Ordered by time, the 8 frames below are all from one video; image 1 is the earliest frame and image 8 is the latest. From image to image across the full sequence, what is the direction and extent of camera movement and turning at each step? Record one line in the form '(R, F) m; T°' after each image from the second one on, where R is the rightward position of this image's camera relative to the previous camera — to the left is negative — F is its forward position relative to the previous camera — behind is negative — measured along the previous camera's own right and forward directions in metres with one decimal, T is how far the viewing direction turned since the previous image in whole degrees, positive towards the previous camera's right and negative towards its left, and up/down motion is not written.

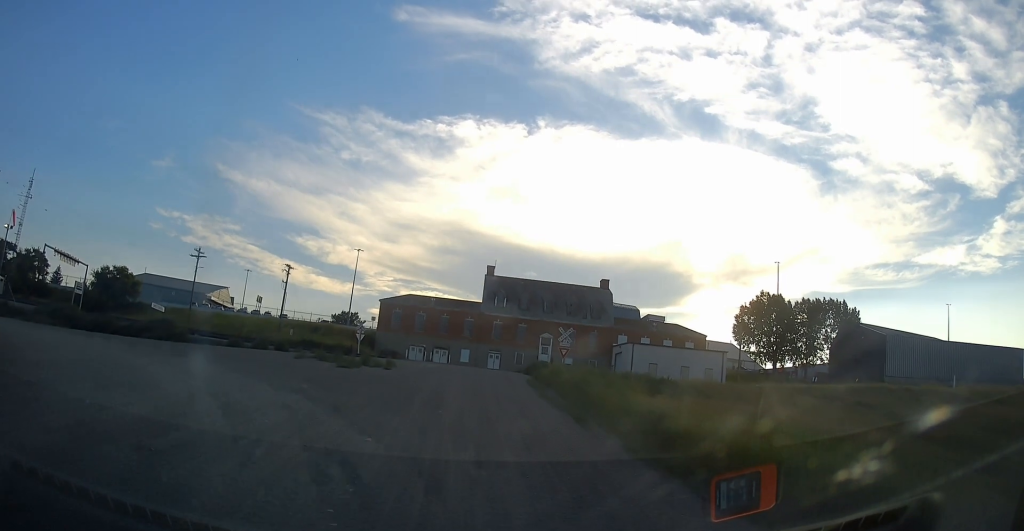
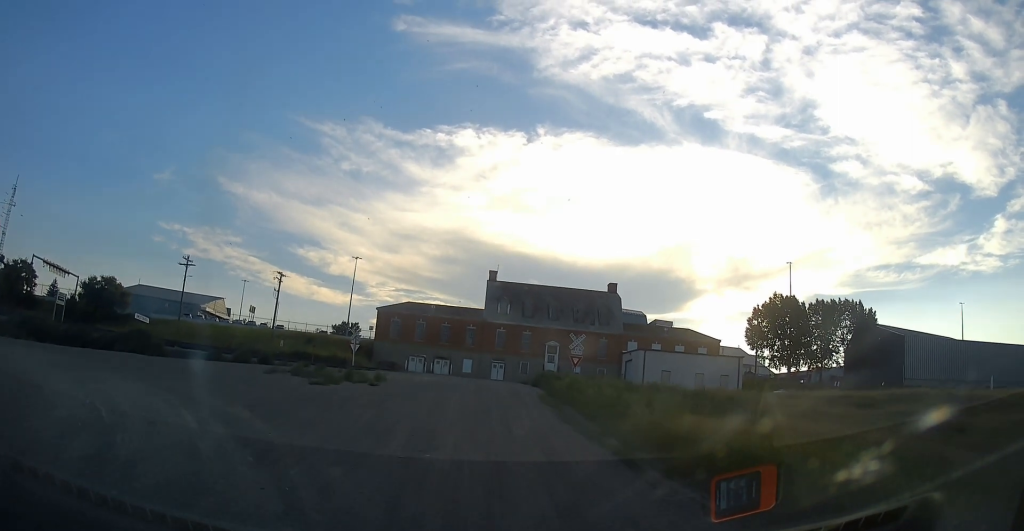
(0.0, +4.4) m; 0°
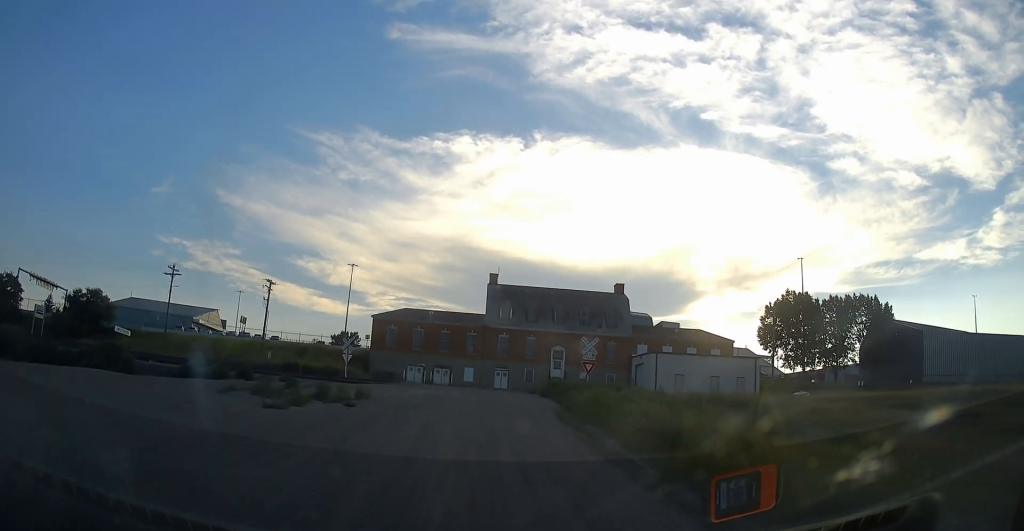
(0.0, +4.5) m; 0°
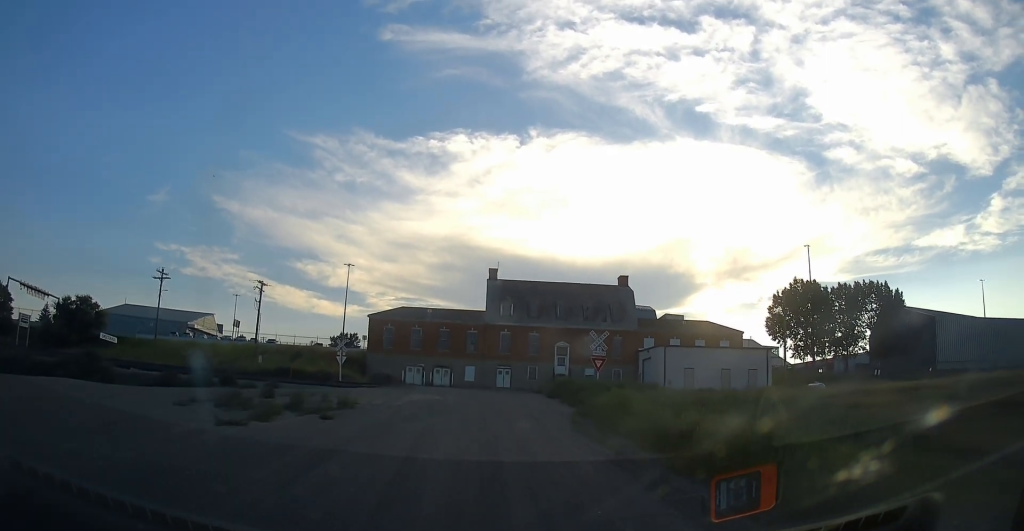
(0.0, +3.0) m; 0°
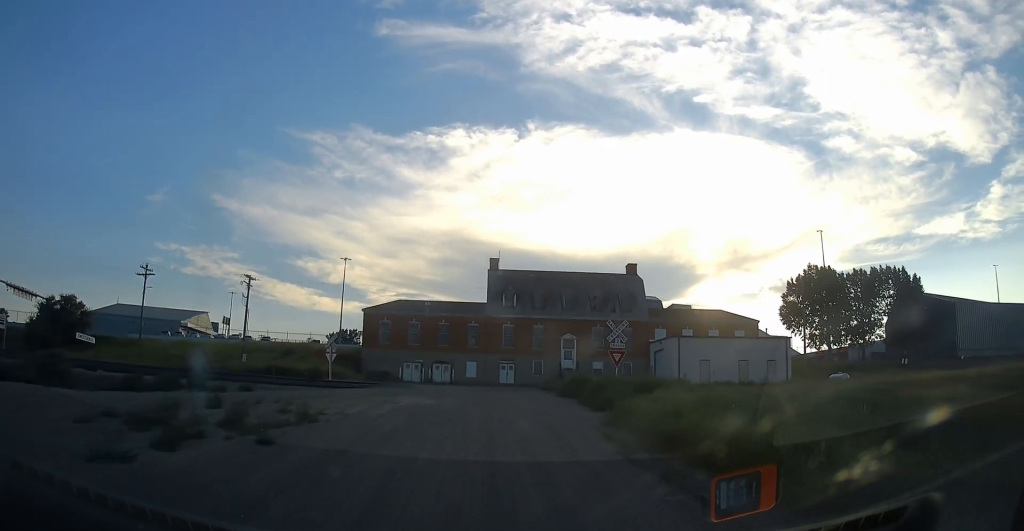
(0.0, +4.6) m; 0°
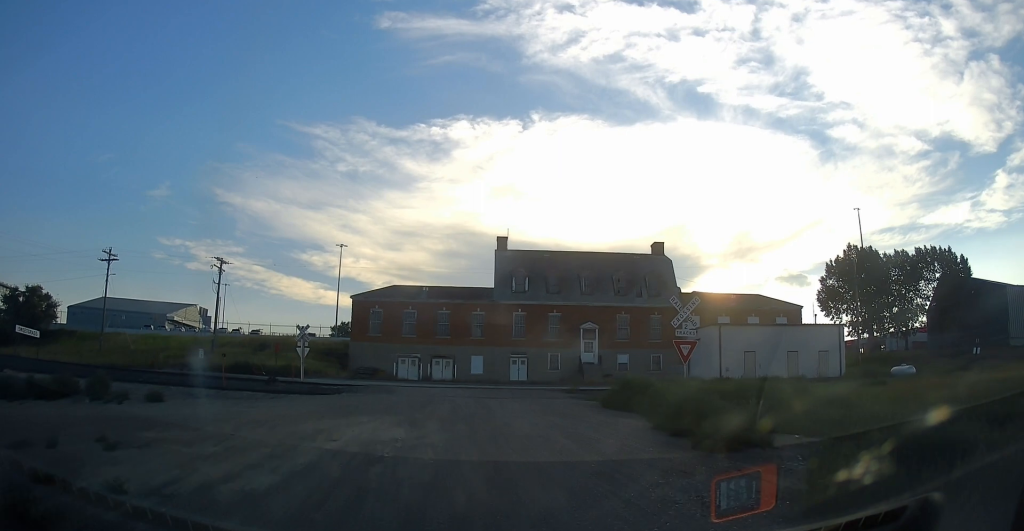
(0.0, +9.6) m; 0°
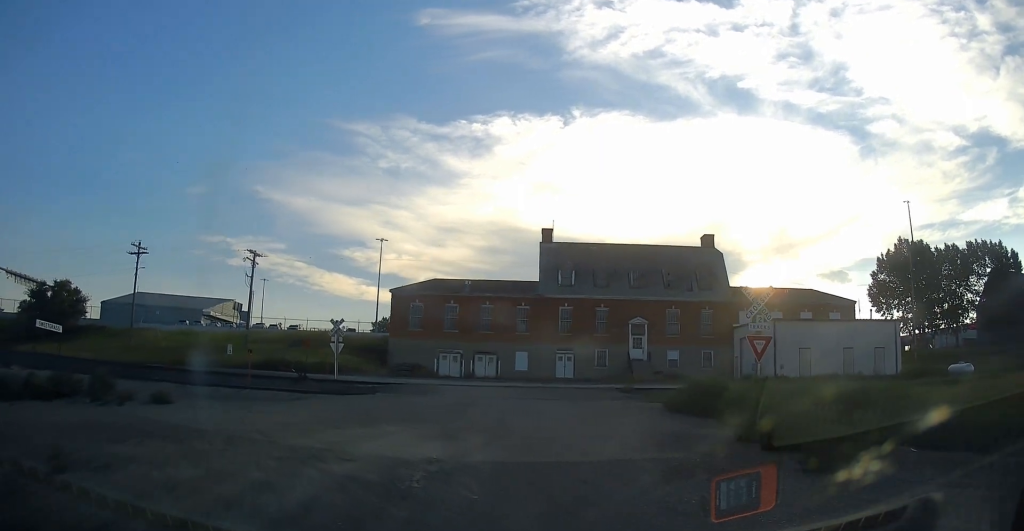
(0.0, +2.4) m; -1°
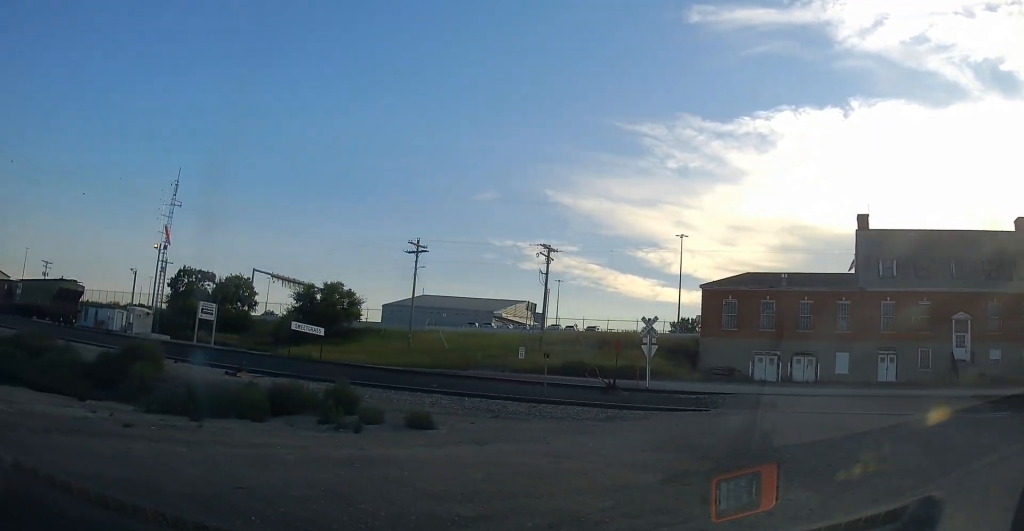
(-0.7, +6.4) m; -30°
